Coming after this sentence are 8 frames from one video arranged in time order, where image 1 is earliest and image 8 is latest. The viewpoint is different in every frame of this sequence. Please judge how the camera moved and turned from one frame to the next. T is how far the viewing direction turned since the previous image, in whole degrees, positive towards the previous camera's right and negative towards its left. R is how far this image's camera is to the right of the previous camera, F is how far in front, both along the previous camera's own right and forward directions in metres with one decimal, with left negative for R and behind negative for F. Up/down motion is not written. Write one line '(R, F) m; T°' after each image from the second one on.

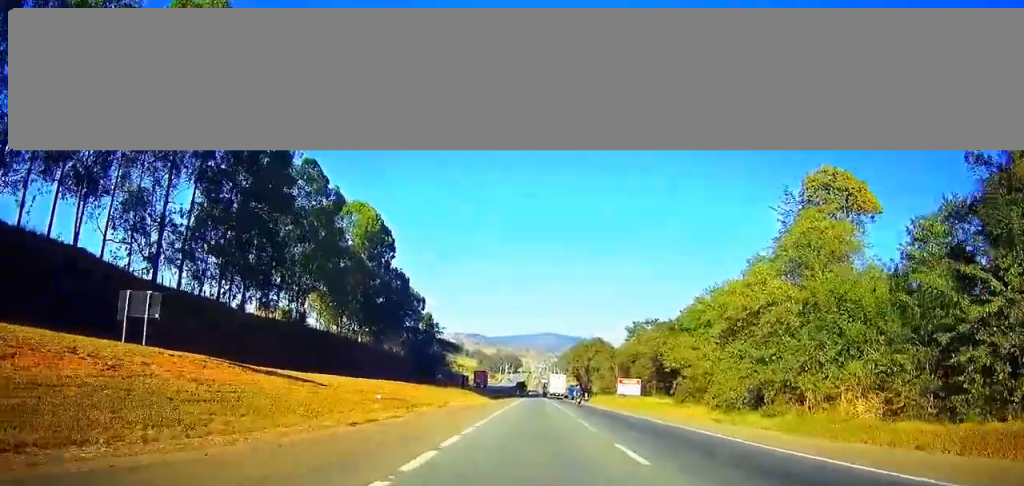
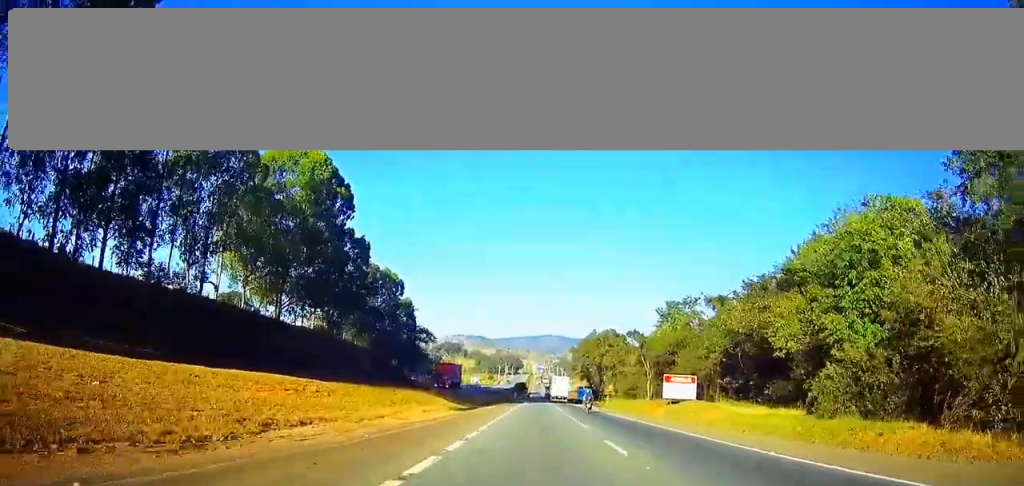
(-0.1, +31.6) m; 0°
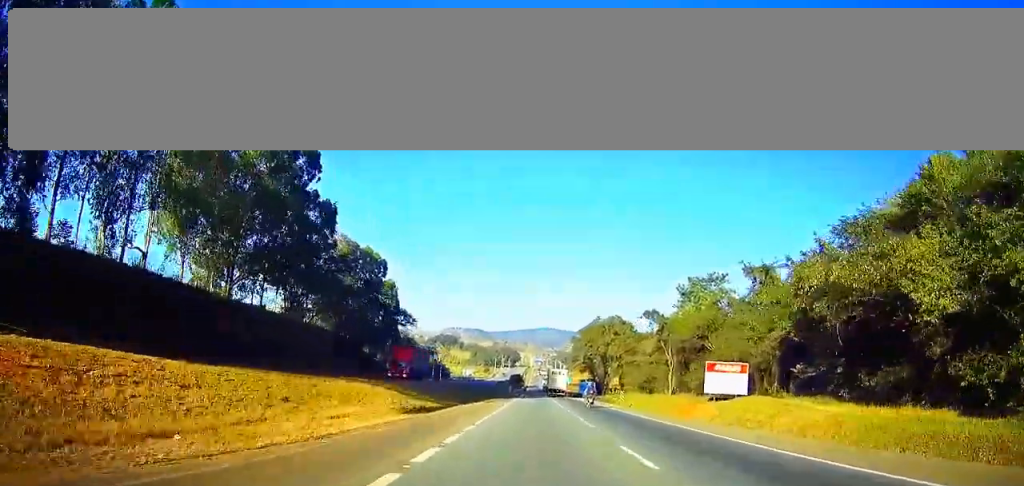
(0.0, +15.7) m; 0°
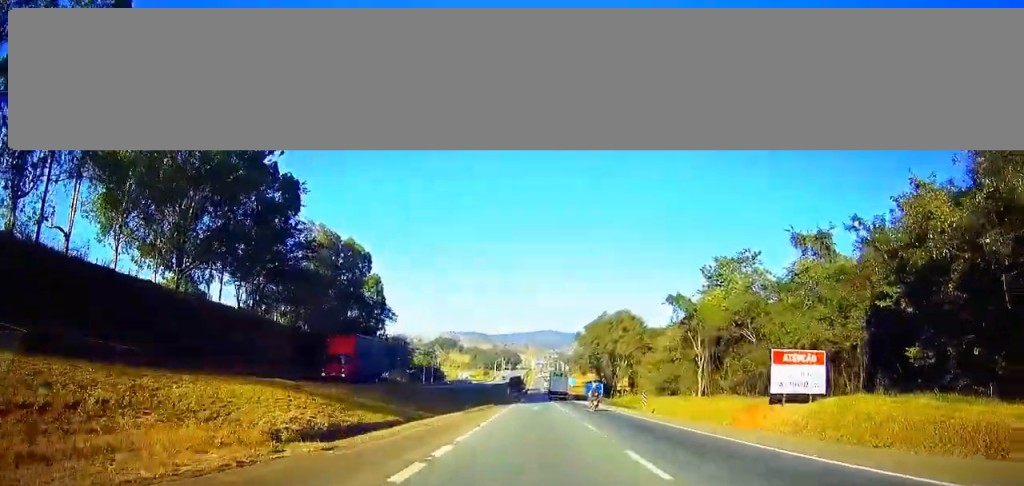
(0.0, +12.8) m; 0°
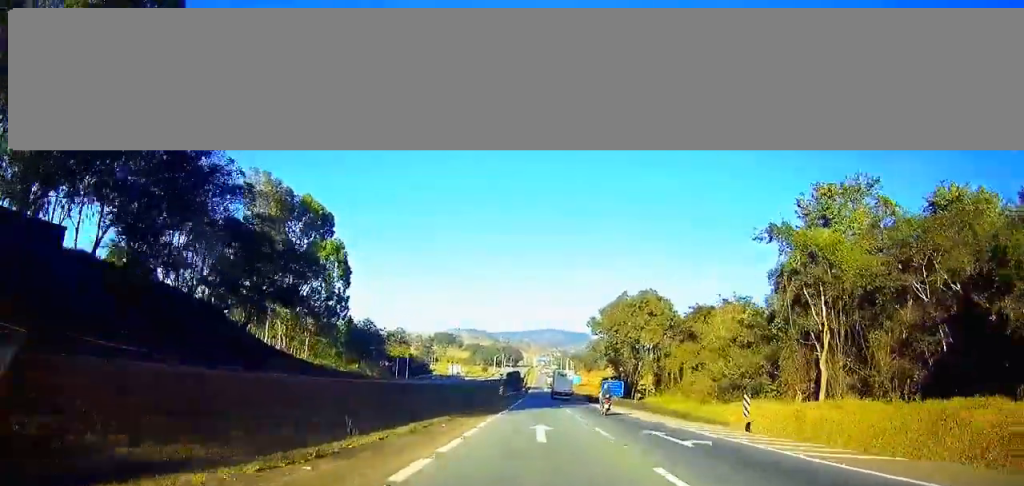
(0.0, +26.4) m; 0°
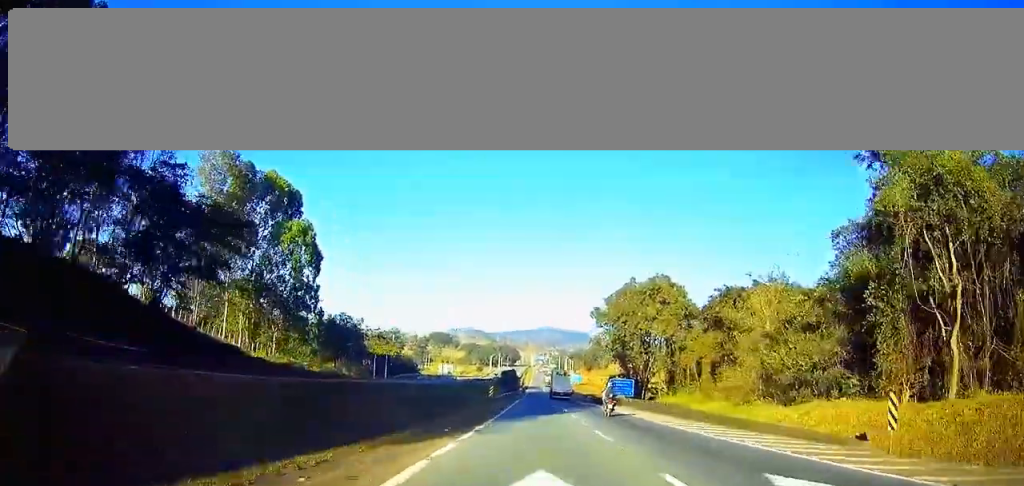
(0.0, +12.6) m; 0°
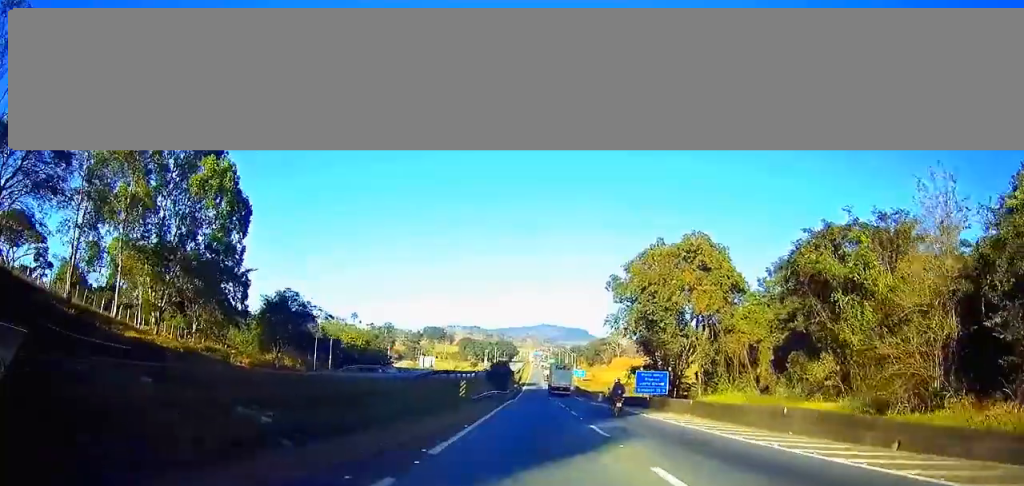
(0.0, +23.3) m; 0°
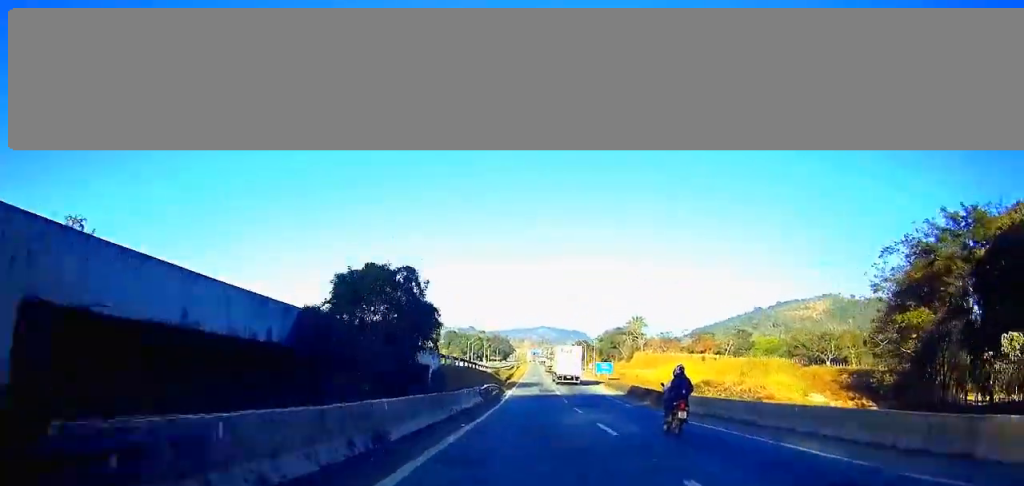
(+0.3, +72.0) m; 0°
